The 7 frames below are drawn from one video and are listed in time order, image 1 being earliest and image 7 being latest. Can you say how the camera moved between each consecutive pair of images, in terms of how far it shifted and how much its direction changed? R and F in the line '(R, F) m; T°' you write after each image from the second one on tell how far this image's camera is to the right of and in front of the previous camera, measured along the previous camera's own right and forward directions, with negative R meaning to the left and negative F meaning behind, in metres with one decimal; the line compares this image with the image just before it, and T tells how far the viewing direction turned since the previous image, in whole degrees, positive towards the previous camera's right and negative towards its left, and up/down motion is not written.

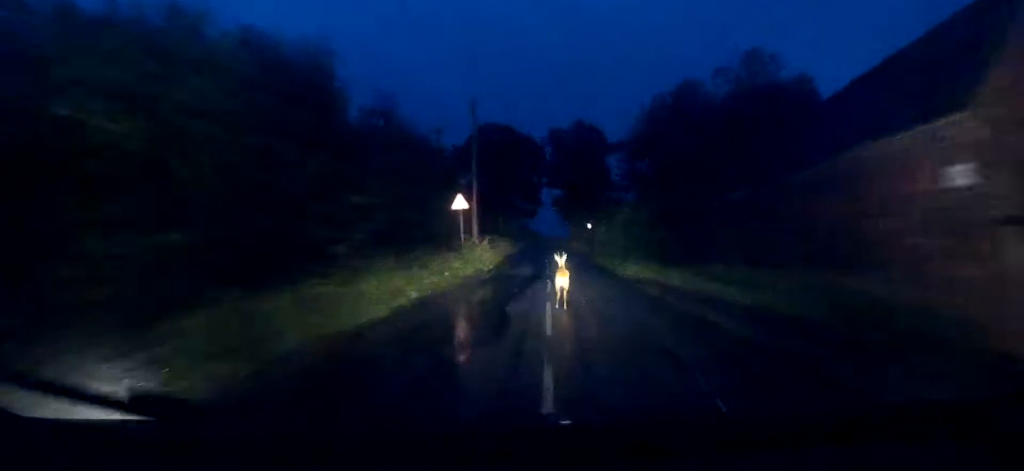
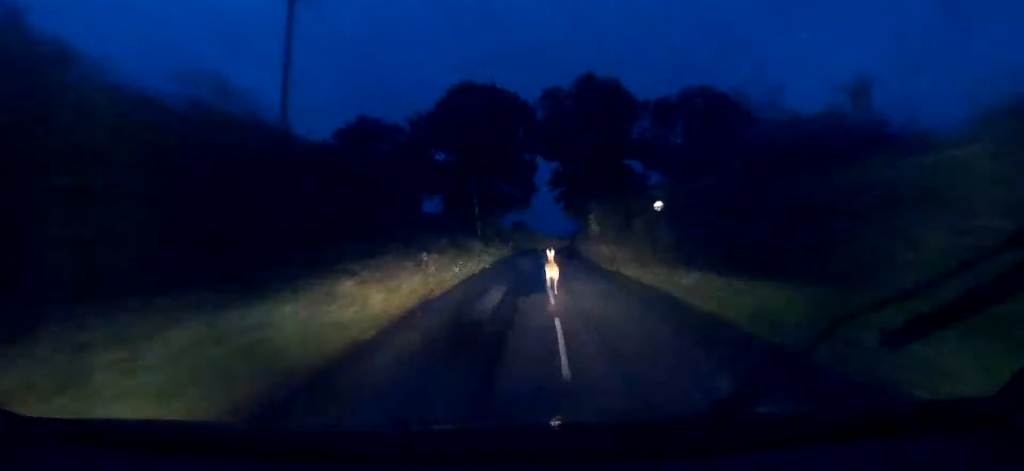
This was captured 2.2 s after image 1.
(+0.5, +26.2) m; +1°
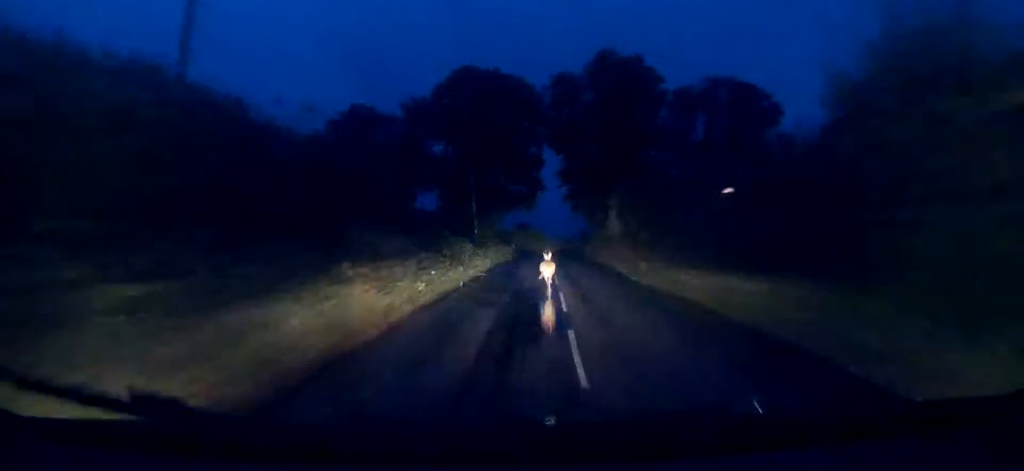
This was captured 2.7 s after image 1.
(0.0, +6.2) m; 0°
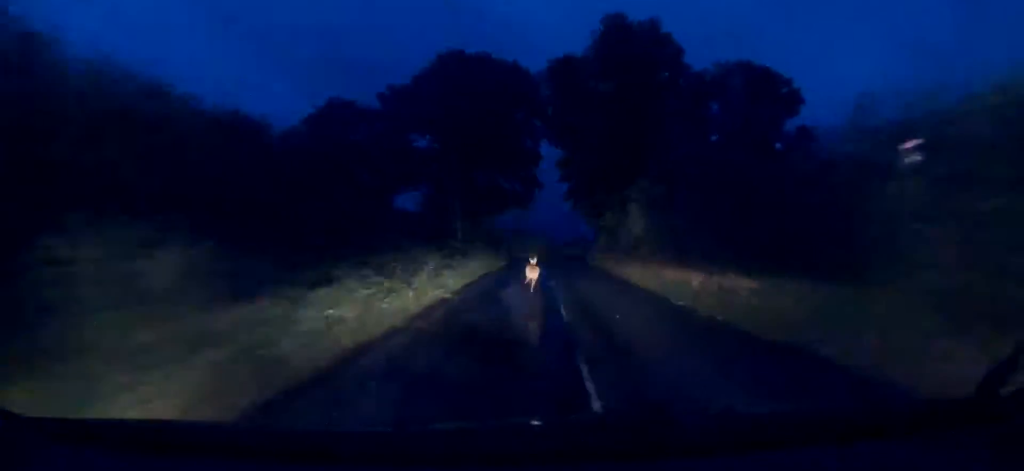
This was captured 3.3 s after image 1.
(-0.2, +6.5) m; 0°
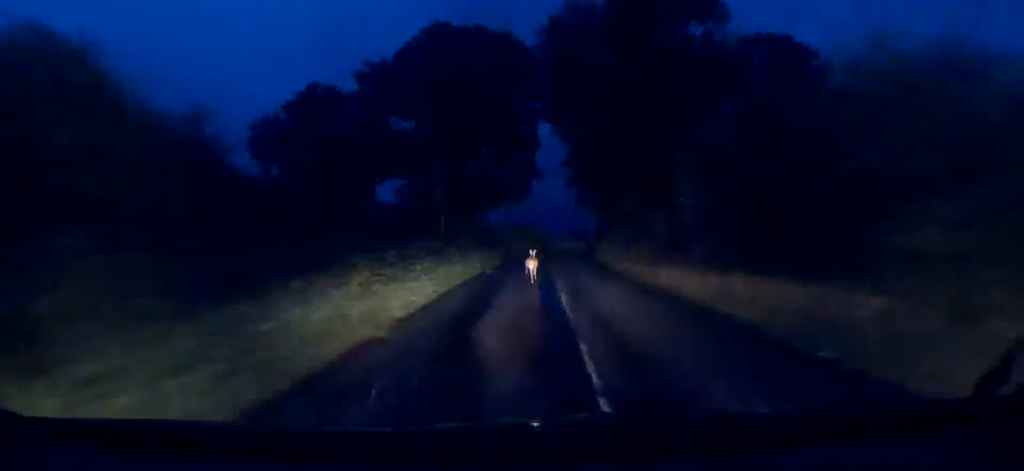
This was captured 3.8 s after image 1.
(0.0, +6.1) m; 0°
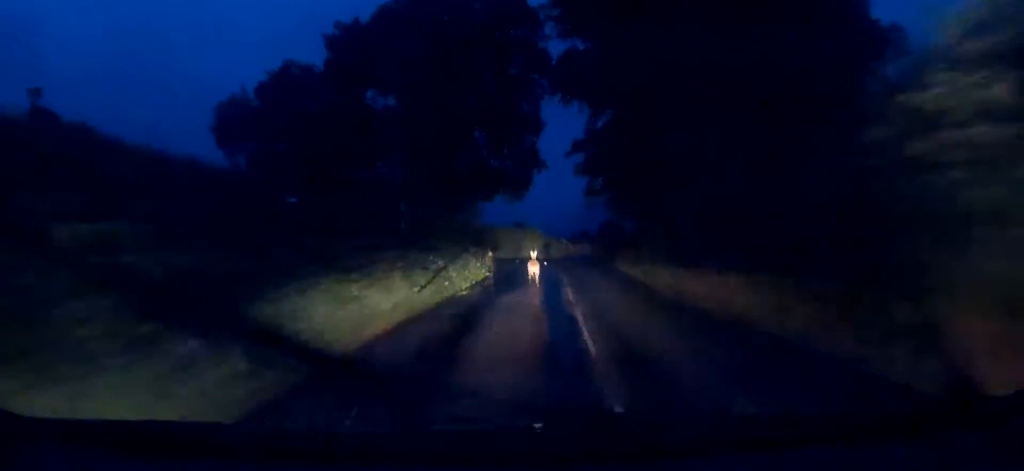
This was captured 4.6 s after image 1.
(+0.2, +8.3) m; 0°
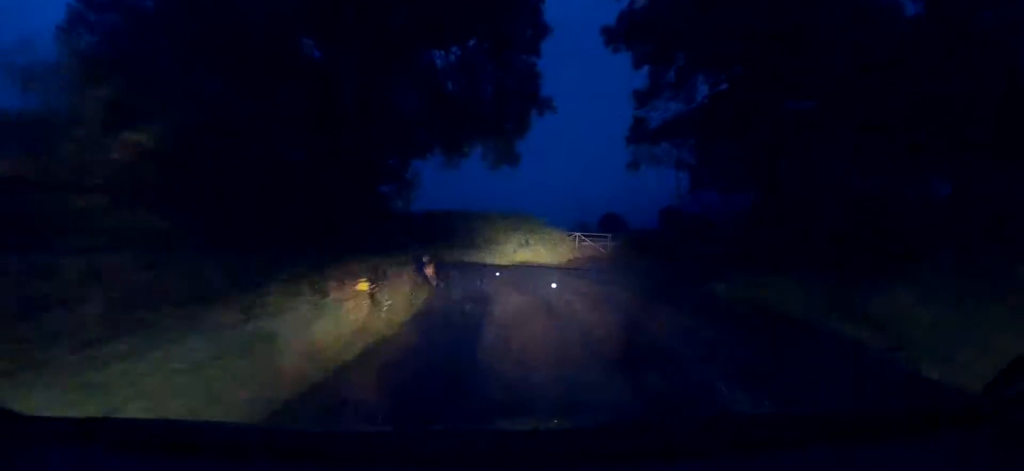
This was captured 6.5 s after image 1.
(-0.4, +20.2) m; +1°
